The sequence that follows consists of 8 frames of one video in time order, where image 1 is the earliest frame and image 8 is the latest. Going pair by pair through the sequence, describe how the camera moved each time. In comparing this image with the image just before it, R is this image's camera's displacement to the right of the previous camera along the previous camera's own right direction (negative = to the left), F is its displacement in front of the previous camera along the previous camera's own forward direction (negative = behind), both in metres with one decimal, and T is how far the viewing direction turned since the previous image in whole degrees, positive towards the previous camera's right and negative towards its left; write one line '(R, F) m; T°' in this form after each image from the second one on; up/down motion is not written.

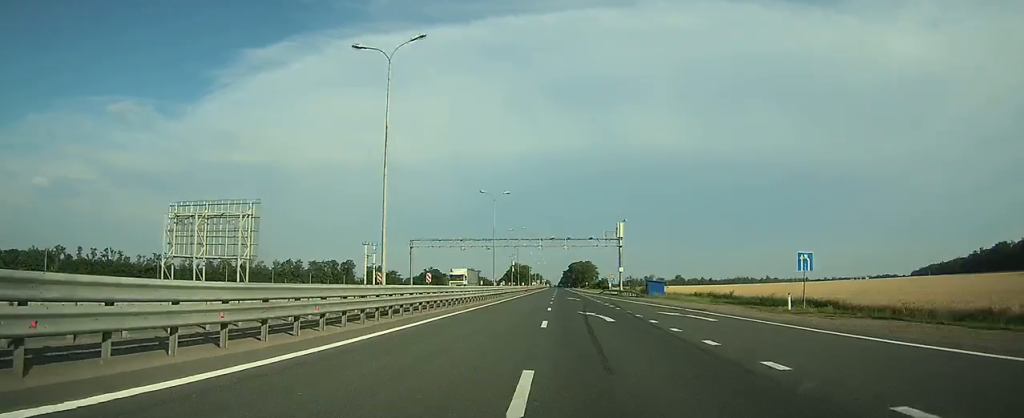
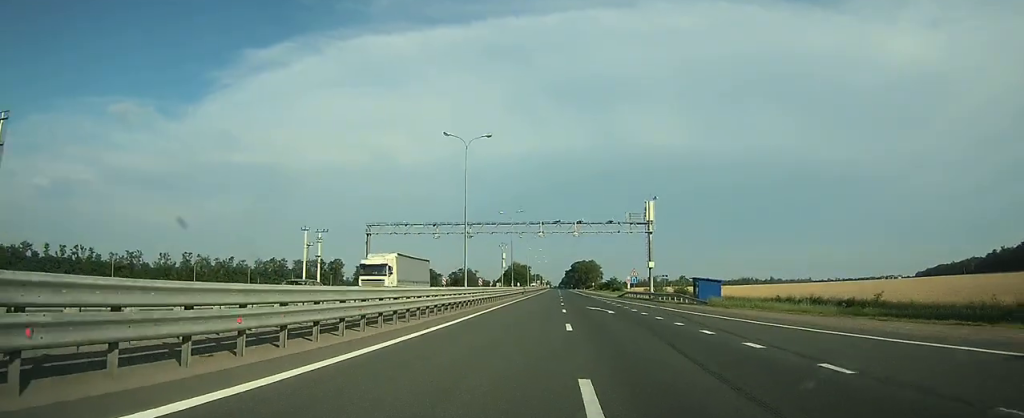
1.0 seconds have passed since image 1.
(0.0, +25.4) m; 0°
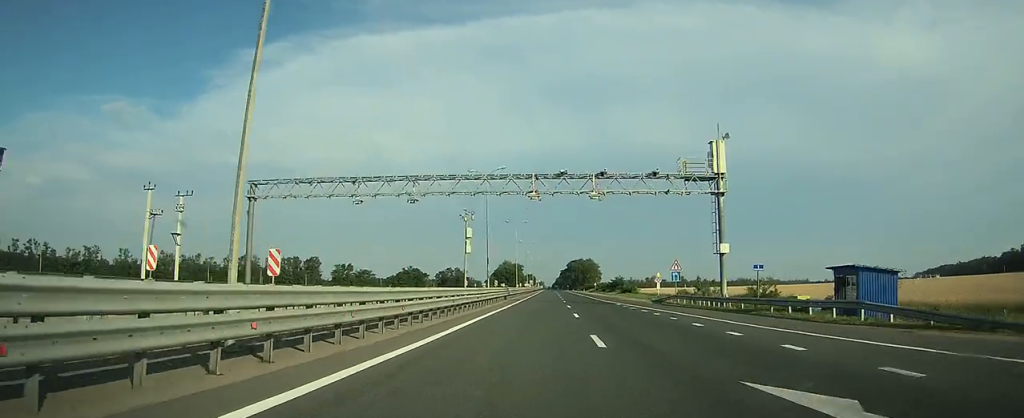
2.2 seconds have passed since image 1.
(0.0, +29.6) m; 0°
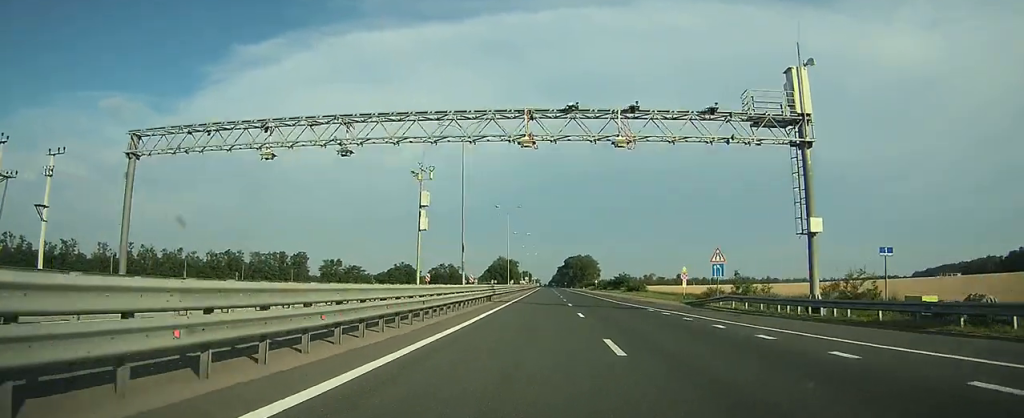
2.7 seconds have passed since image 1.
(0.0, +14.4) m; 0°
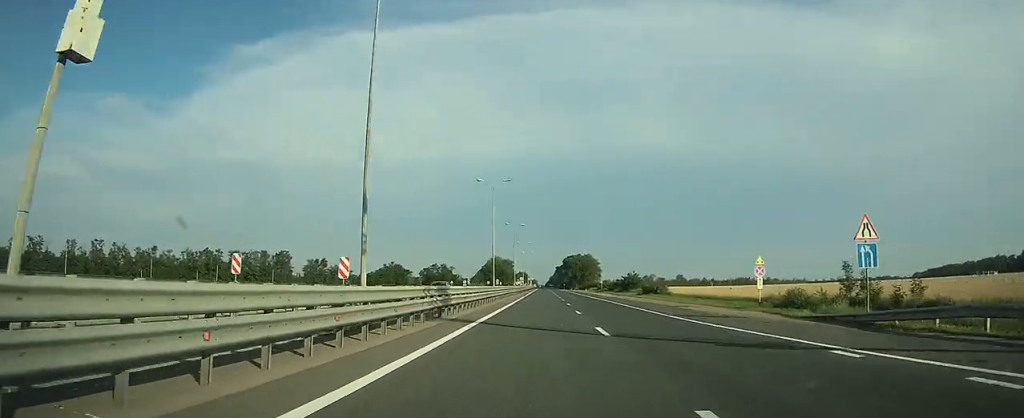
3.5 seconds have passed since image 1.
(0.0, +20.3) m; 0°
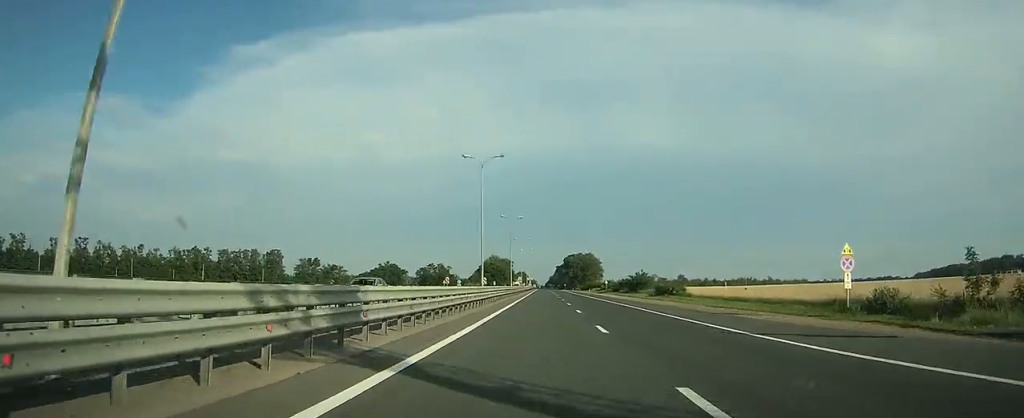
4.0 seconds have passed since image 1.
(0.0, +11.0) m; 0°
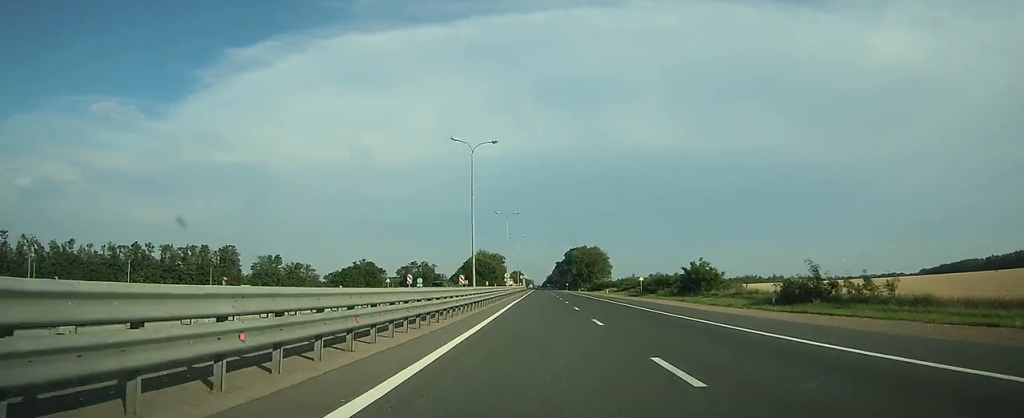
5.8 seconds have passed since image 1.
(0.0, +46.2) m; 0°
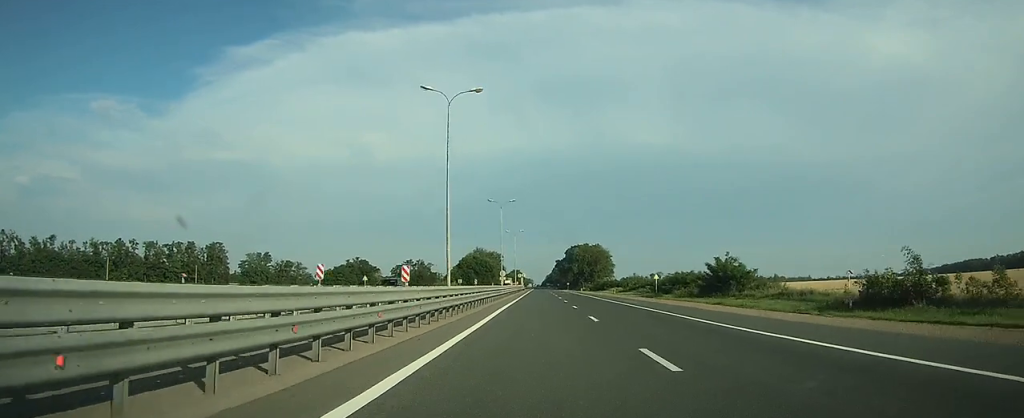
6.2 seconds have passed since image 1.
(0.0, +10.9) m; 0°
